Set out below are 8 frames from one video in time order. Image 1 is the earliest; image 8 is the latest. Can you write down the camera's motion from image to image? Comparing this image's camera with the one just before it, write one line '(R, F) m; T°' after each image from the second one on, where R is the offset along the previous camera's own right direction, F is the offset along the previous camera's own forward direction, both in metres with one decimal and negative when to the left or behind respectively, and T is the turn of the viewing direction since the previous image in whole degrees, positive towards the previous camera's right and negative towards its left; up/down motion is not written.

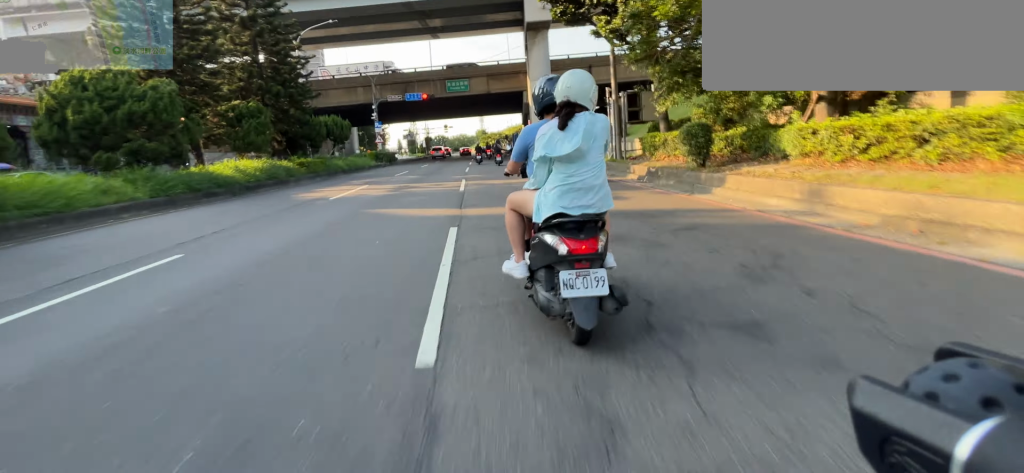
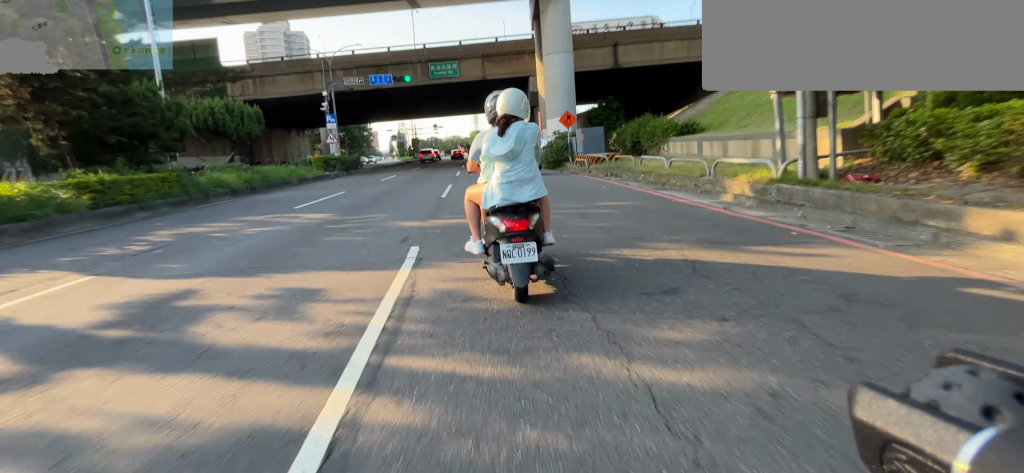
(+0.1, +11.6) m; +1°
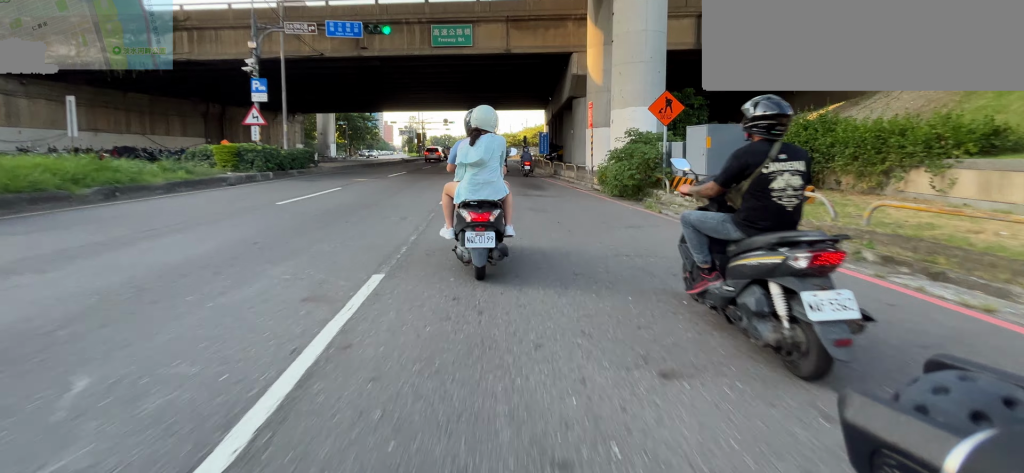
(-0.1, +11.2) m; -1°
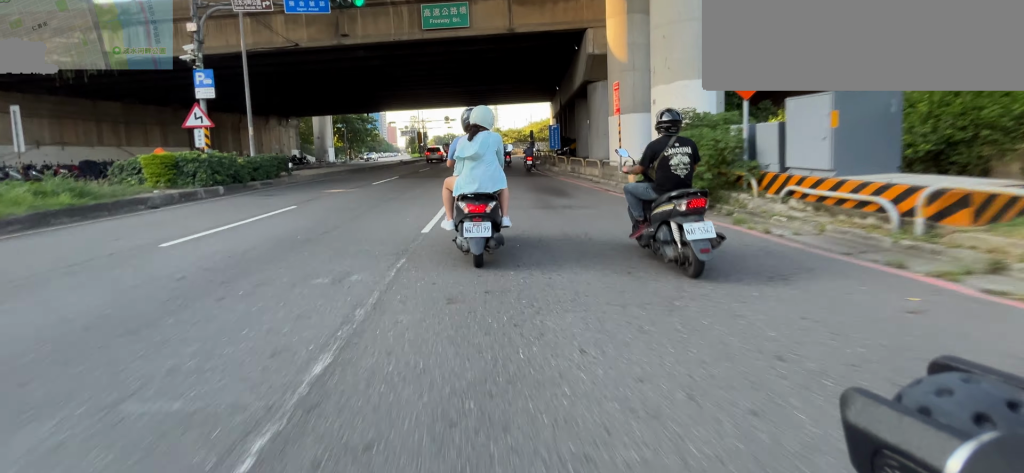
(-0.1, +3.5) m; -1°
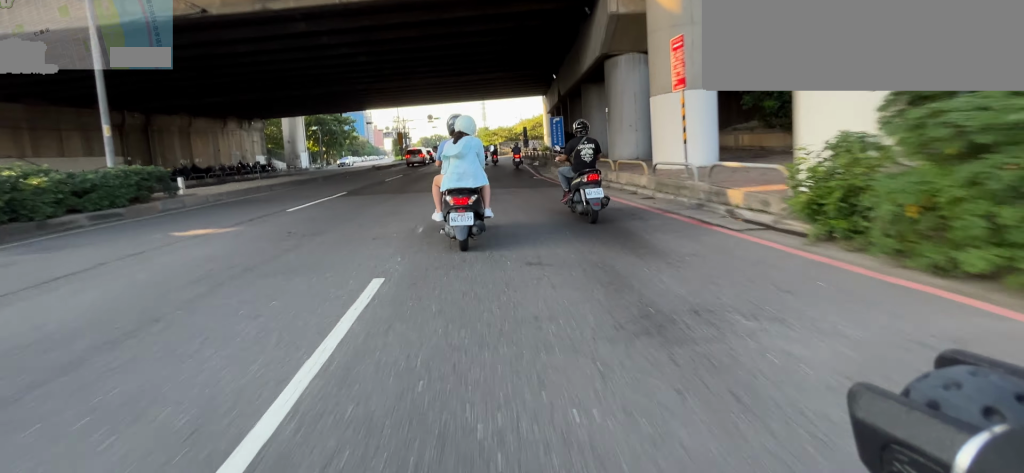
(0.0, +5.9) m; 0°
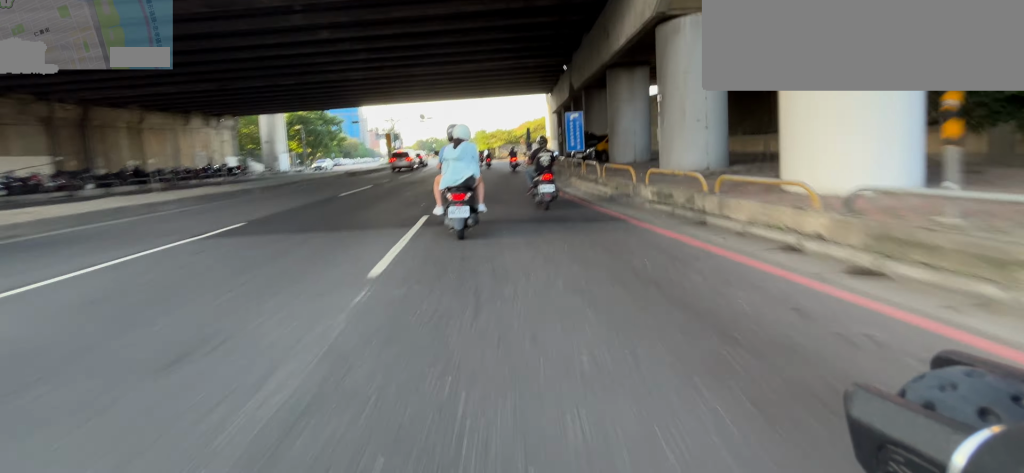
(0.0, +5.6) m; 0°
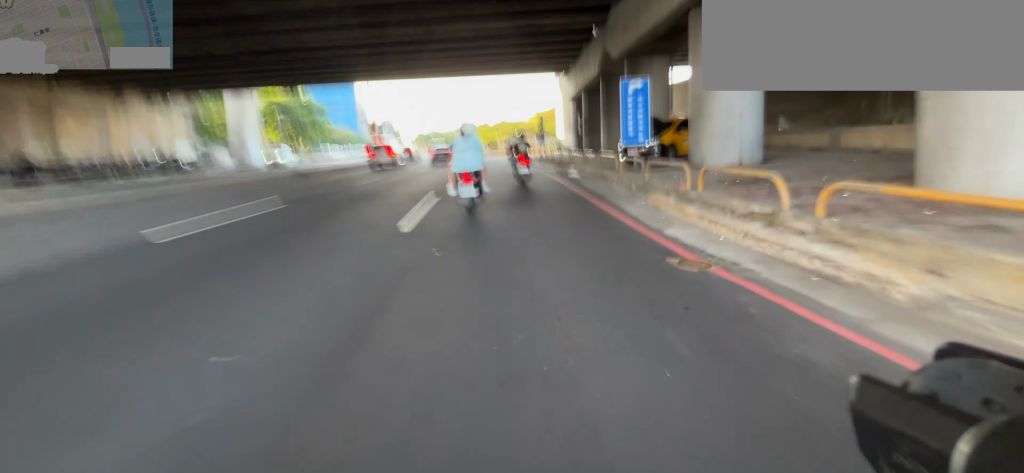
(+0.1, +7.6) m; +1°
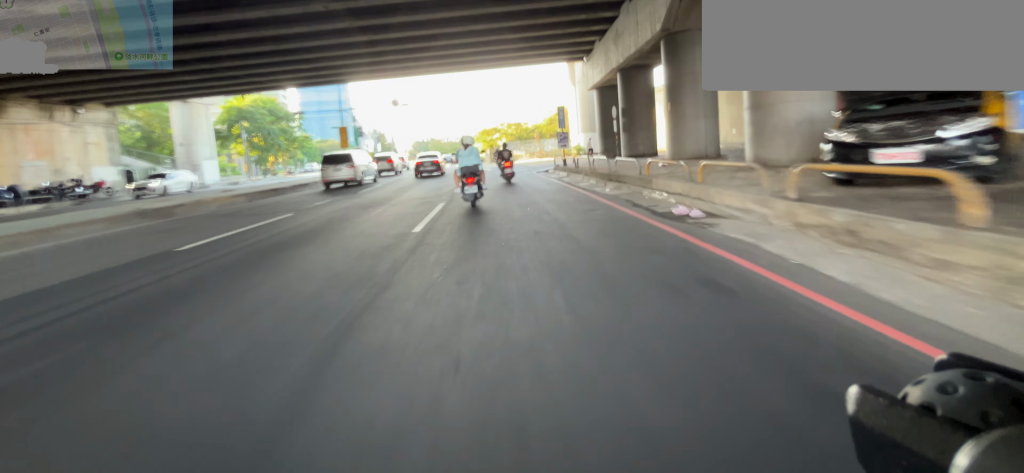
(0.0, +8.6) m; +1°
